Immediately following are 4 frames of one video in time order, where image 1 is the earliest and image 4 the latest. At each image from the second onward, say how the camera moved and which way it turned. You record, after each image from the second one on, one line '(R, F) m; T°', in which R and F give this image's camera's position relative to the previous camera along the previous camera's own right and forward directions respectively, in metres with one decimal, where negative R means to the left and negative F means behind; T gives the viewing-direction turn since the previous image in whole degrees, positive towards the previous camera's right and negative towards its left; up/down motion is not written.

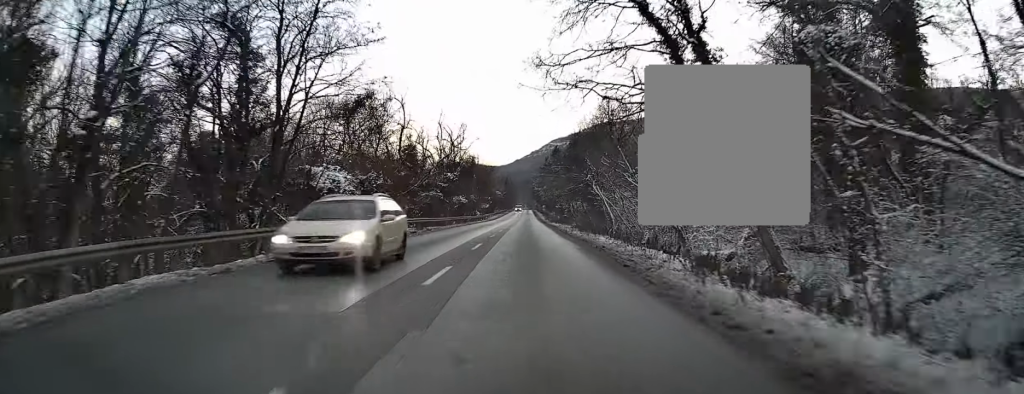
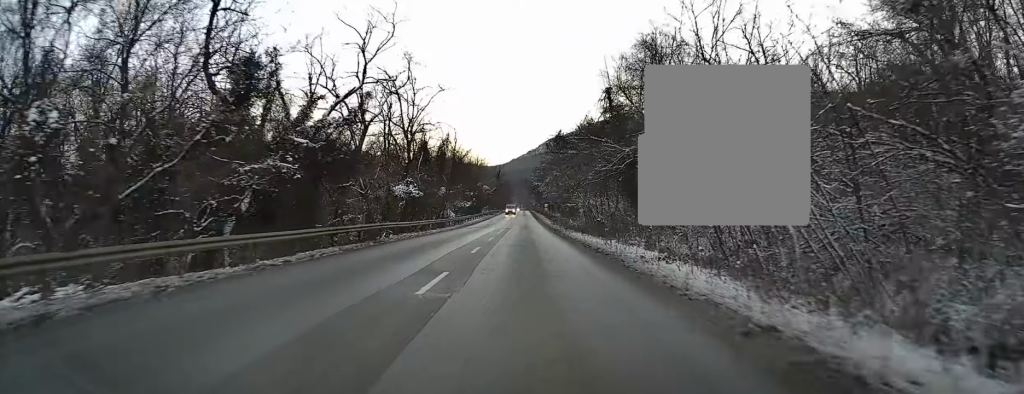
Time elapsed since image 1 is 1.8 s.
(+0.2, +36.5) m; +1°
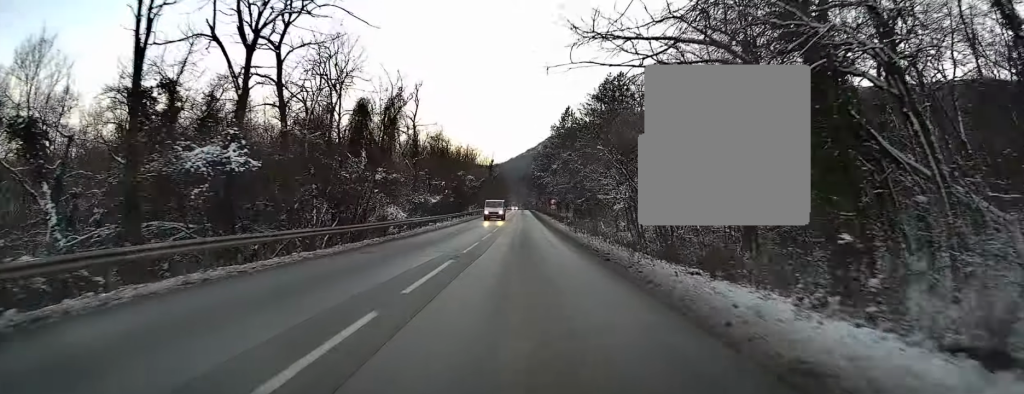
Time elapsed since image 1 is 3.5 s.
(+0.3, +32.0) m; +1°
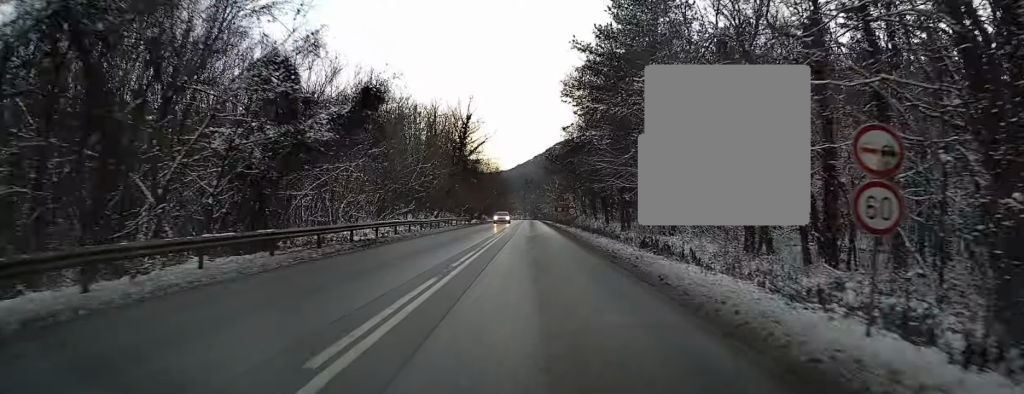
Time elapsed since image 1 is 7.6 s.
(-0.4, +73.7) m; -1°
